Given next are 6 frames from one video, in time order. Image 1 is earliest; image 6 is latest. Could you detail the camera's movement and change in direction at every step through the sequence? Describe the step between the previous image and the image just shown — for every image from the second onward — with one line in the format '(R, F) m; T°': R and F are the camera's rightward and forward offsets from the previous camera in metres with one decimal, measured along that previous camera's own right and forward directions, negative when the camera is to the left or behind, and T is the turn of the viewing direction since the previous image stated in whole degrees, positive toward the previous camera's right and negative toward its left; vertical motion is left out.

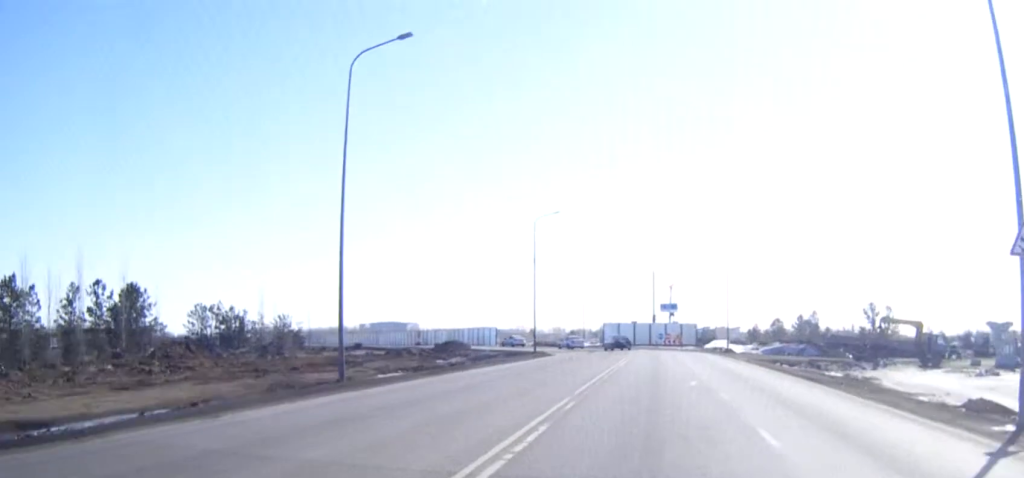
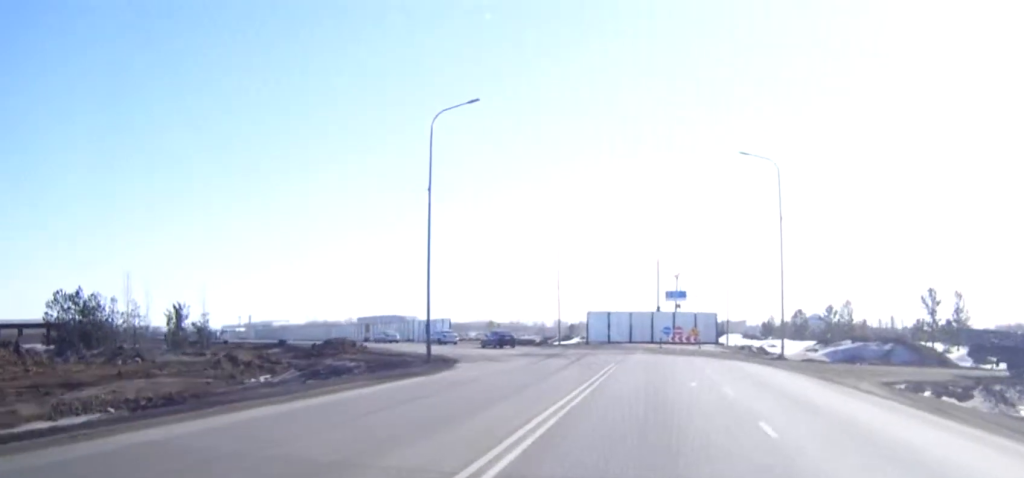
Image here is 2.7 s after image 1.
(0.0, +31.1) m; 0°
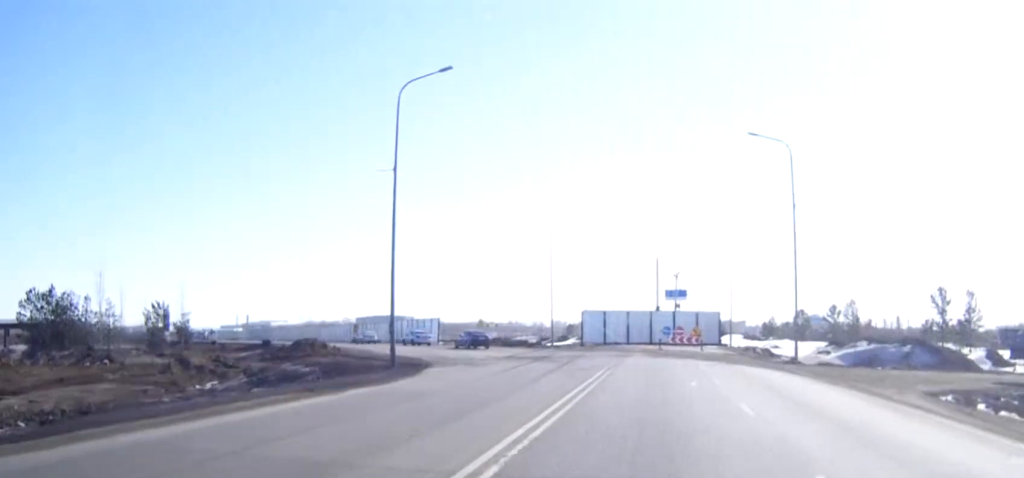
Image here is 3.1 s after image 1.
(0.0, +4.5) m; 0°
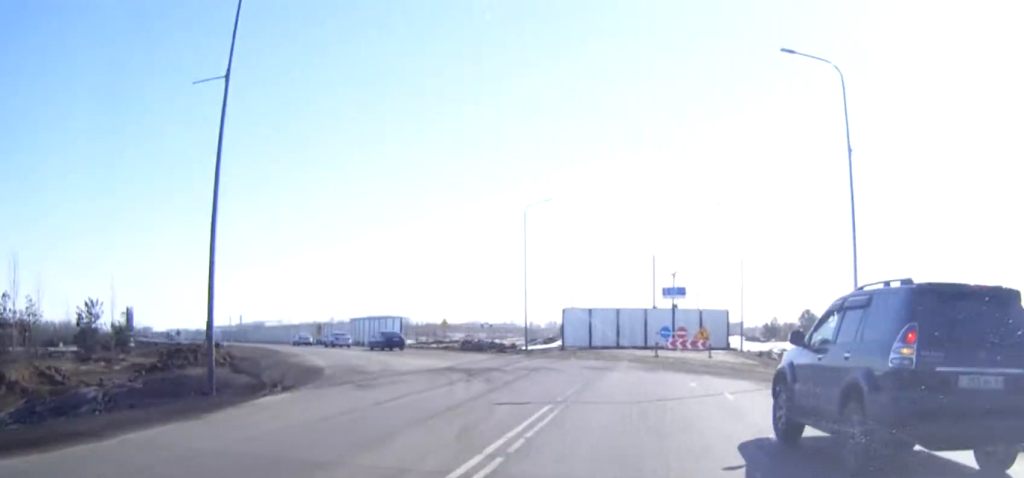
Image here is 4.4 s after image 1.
(0.0, +12.6) m; 0°
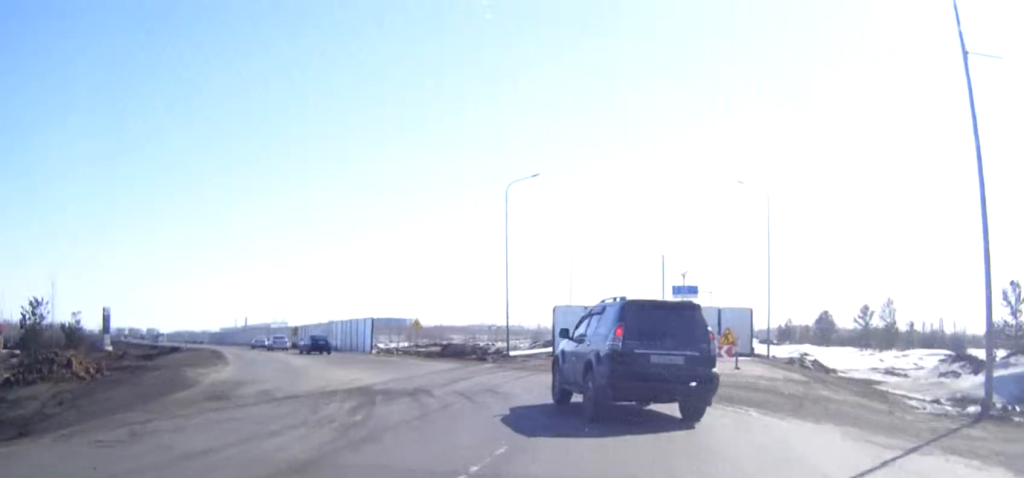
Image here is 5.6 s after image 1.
(-0.1, +10.9) m; -3°
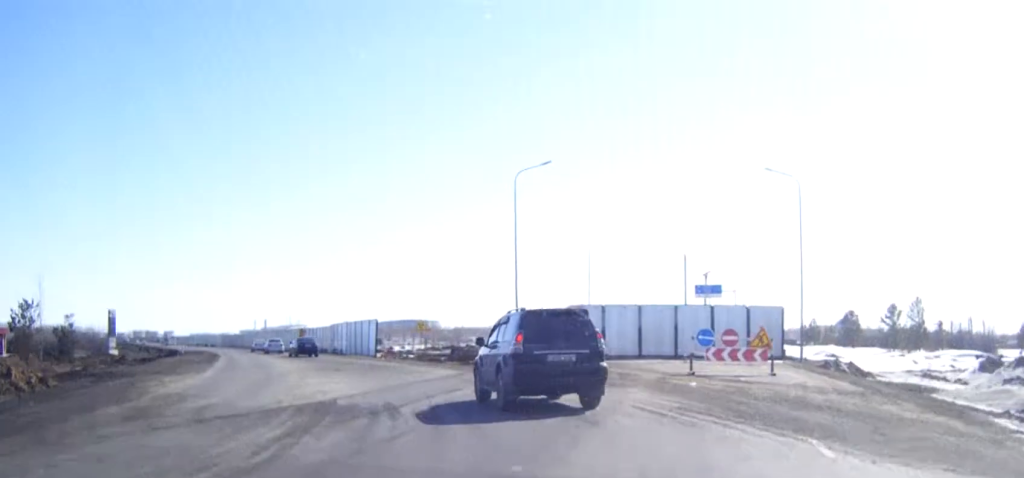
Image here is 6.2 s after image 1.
(-0.2, +4.3) m; -3°
